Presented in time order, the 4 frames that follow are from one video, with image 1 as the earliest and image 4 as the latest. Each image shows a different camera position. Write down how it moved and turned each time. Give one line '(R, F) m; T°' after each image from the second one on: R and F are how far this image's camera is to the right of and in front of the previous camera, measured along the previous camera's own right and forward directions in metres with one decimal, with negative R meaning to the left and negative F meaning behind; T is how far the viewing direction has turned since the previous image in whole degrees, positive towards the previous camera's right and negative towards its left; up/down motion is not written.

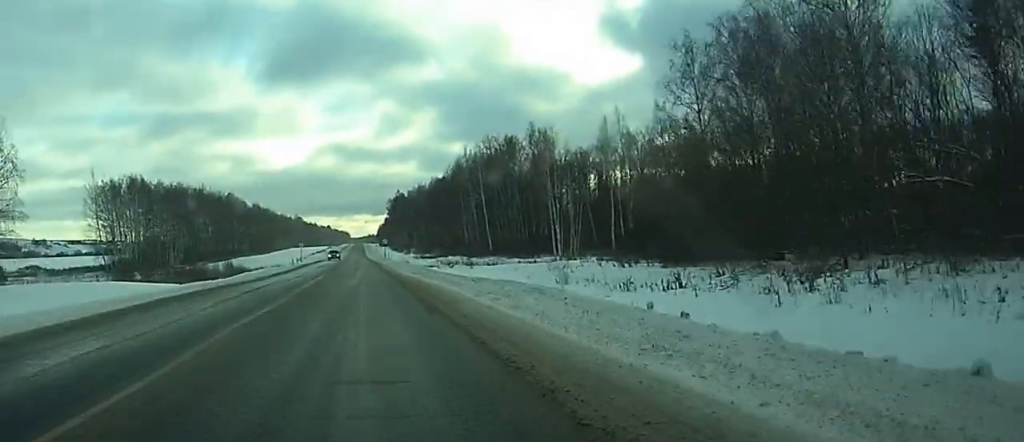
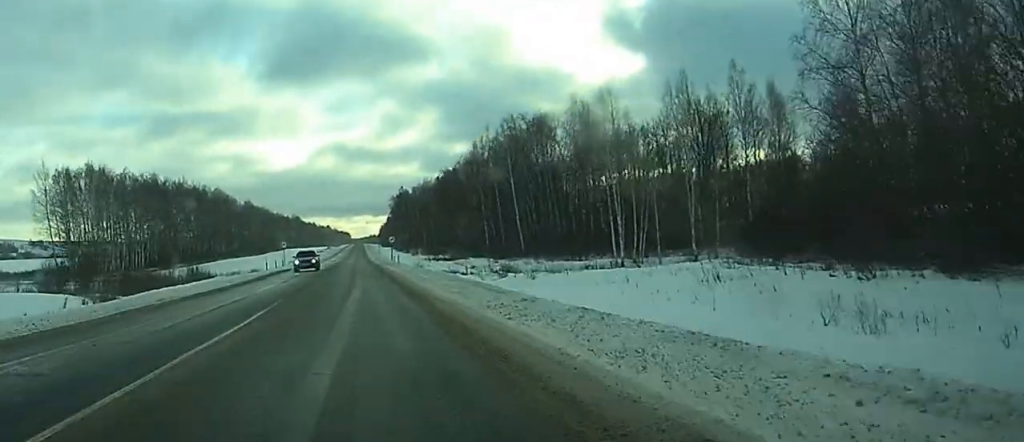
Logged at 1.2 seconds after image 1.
(+0.2, +30.5) m; 0°
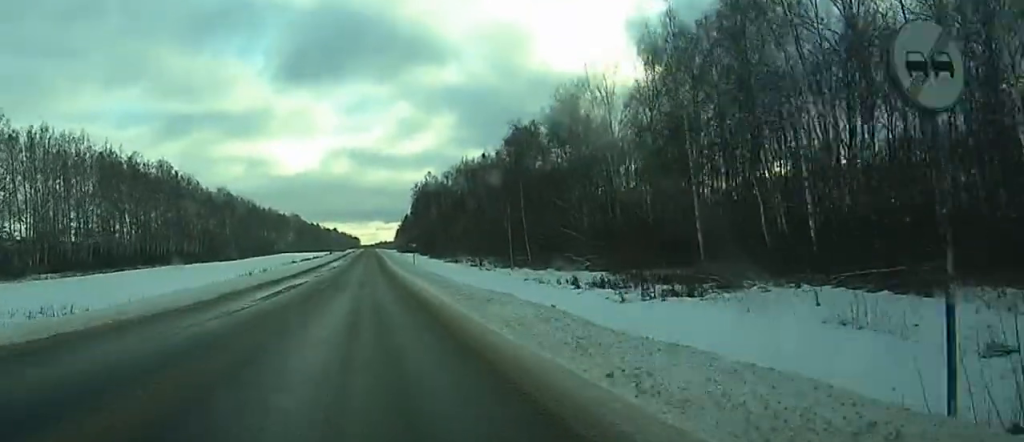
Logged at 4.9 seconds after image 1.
(-3.0, +109.2) m; -2°
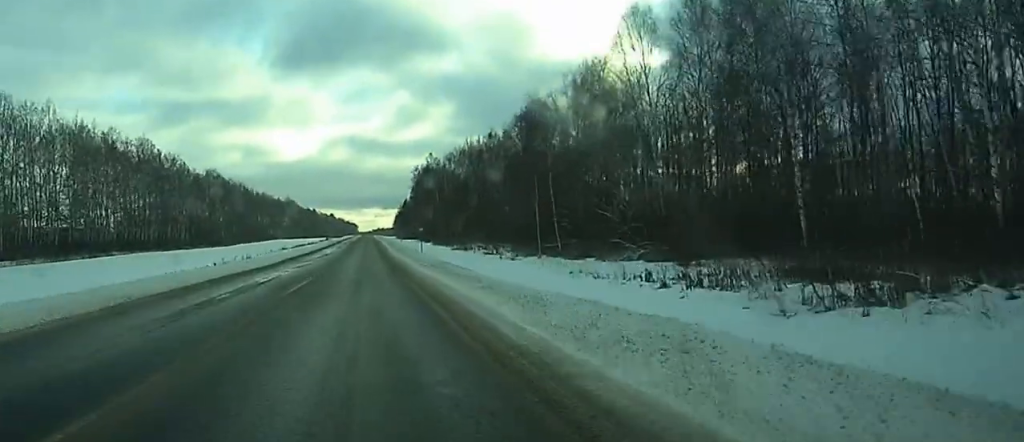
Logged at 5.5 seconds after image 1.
(+0.1, +16.5) m; 0°
